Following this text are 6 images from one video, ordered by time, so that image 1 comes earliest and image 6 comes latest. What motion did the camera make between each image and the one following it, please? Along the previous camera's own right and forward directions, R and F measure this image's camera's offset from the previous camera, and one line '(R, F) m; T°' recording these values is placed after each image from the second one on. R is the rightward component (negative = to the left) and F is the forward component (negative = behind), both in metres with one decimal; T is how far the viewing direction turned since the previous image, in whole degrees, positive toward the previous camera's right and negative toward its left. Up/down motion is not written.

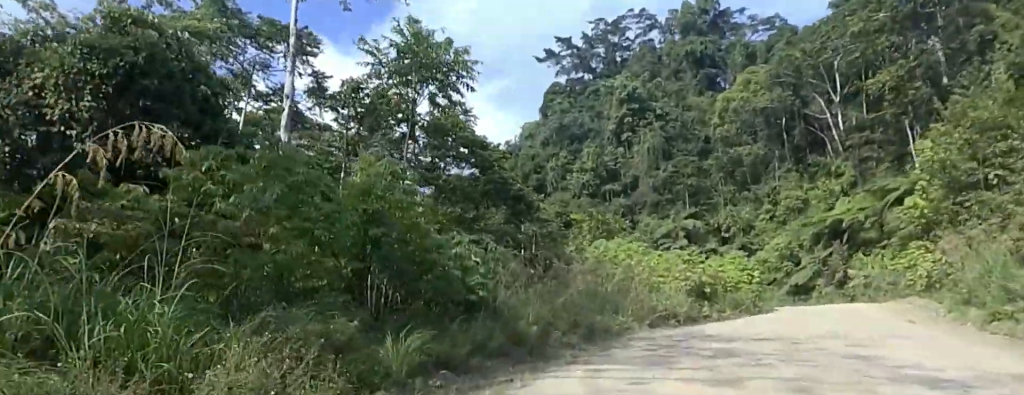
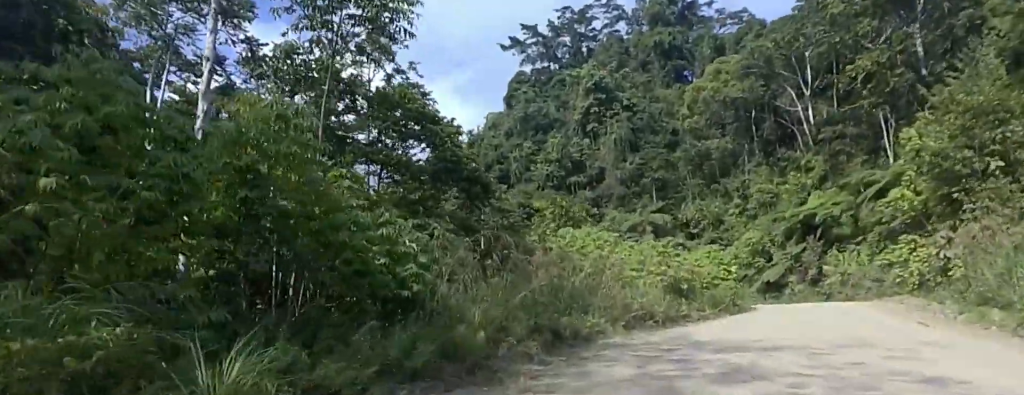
(+0.1, +3.8) m; +8°
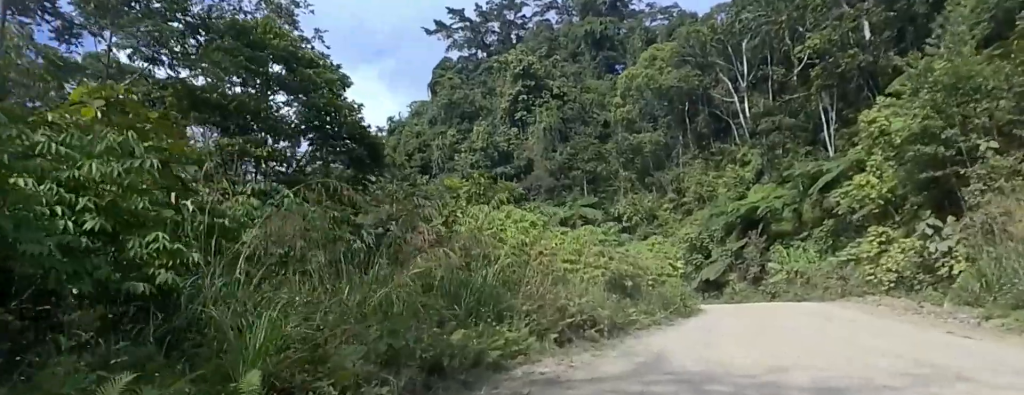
(+1.0, +6.3) m; +11°
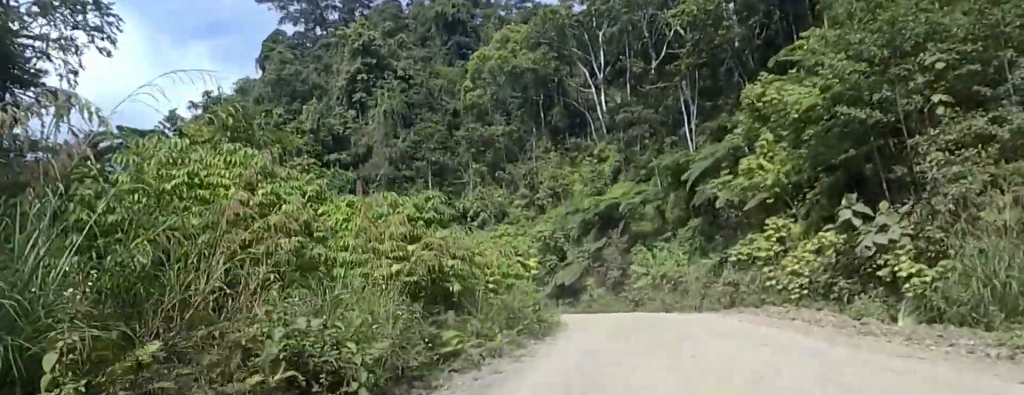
(+0.2, +8.8) m; -1°
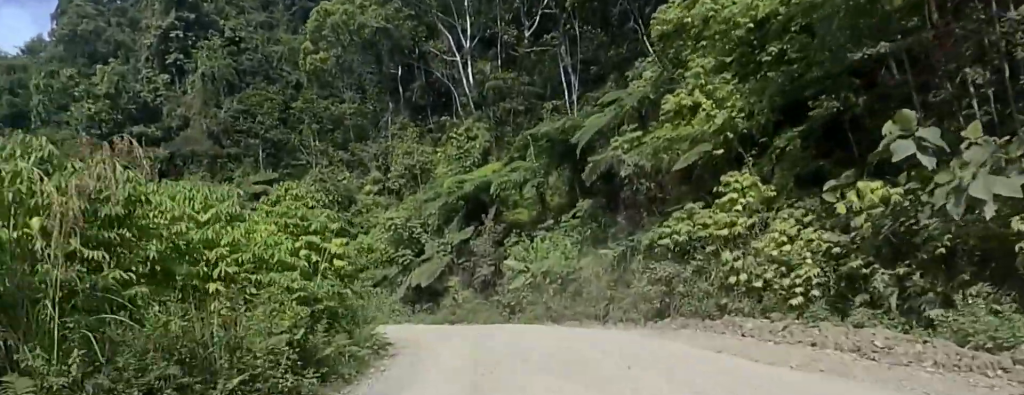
(-0.3, +8.9) m; -2°
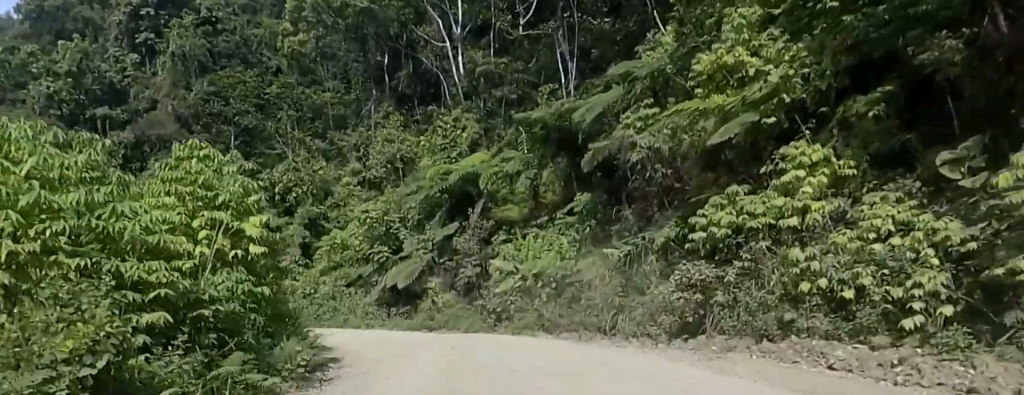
(0.0, +3.2) m; 0°
